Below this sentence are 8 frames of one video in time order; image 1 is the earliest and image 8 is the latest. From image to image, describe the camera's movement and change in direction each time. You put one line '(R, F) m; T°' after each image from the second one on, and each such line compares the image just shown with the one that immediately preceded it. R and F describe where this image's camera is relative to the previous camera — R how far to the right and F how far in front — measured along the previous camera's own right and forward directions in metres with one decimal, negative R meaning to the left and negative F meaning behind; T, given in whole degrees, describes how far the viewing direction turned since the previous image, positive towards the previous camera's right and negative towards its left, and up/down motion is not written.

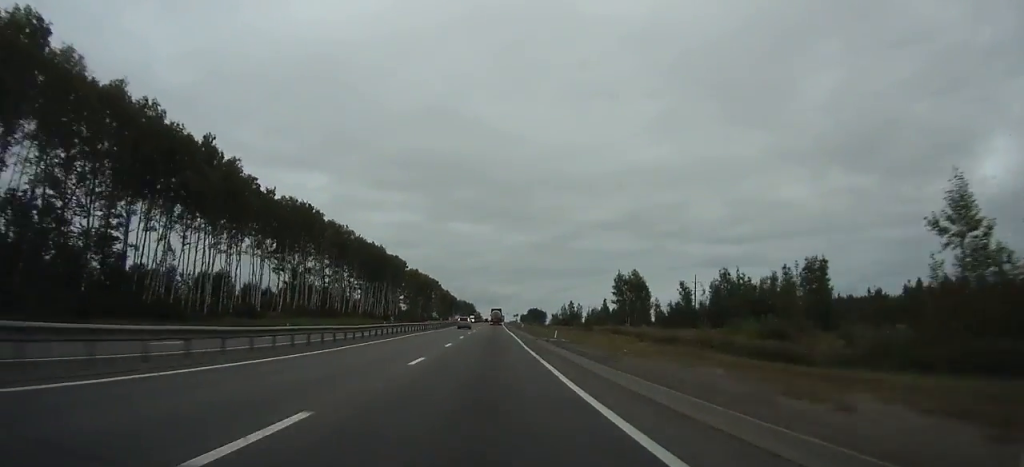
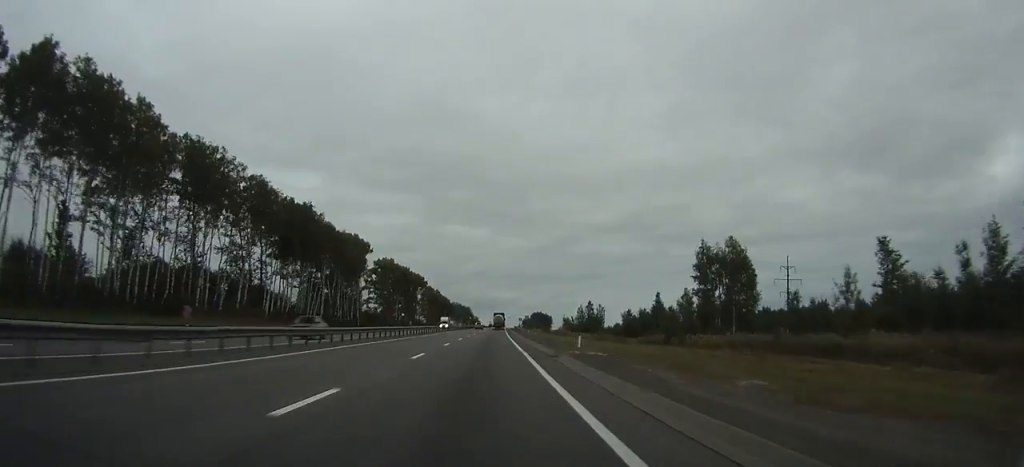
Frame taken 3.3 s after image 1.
(+0.2, +69.3) m; 0°
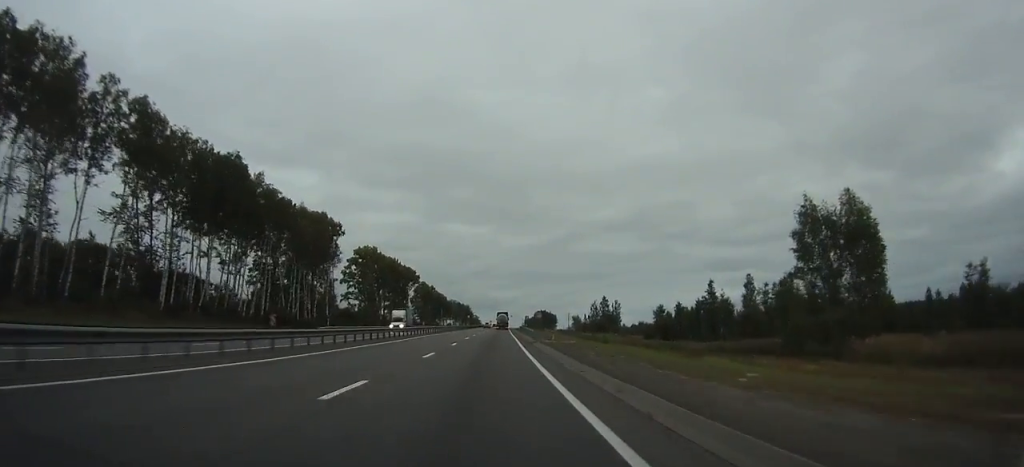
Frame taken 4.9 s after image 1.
(0.0, +34.0) m; 0°
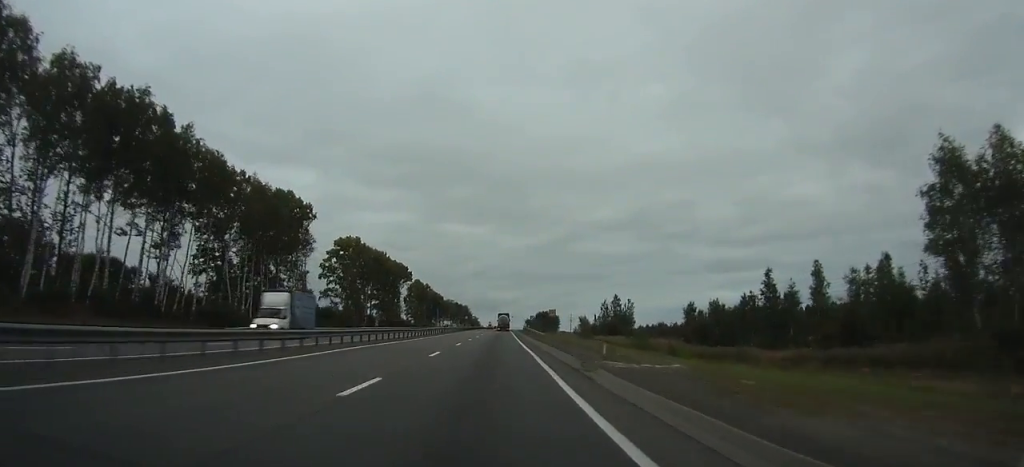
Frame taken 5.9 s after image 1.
(0.0, +22.7) m; 0°
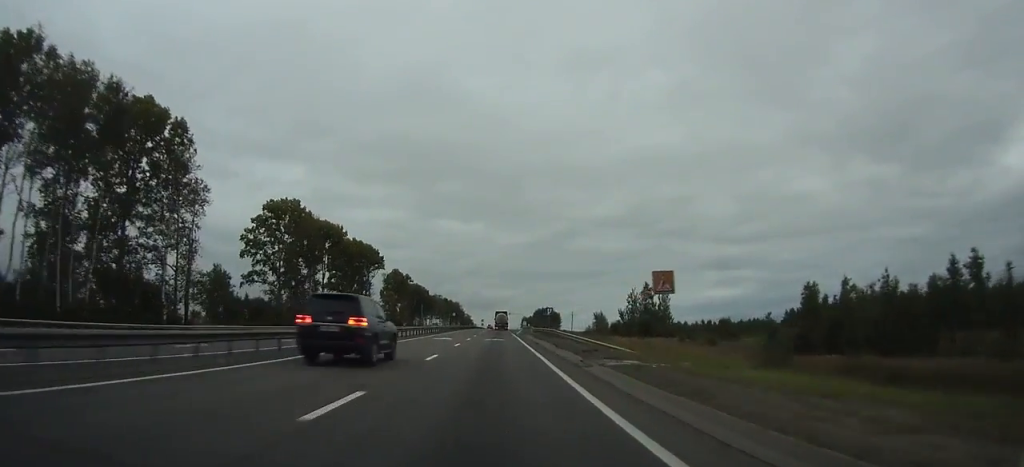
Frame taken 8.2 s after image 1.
(+0.1, +49.4) m; 0°
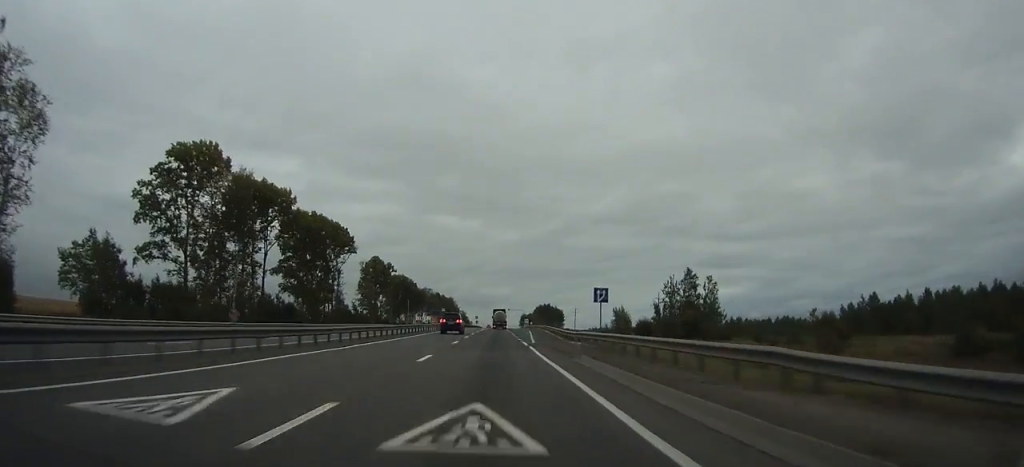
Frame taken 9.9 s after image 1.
(0.0, +37.0) m; 0°
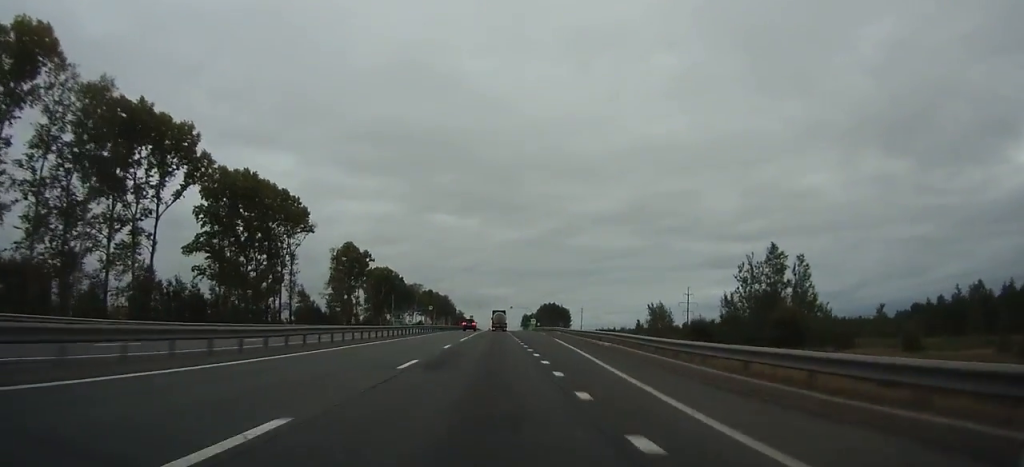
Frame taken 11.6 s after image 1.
(+0.3, +39.0) m; 0°
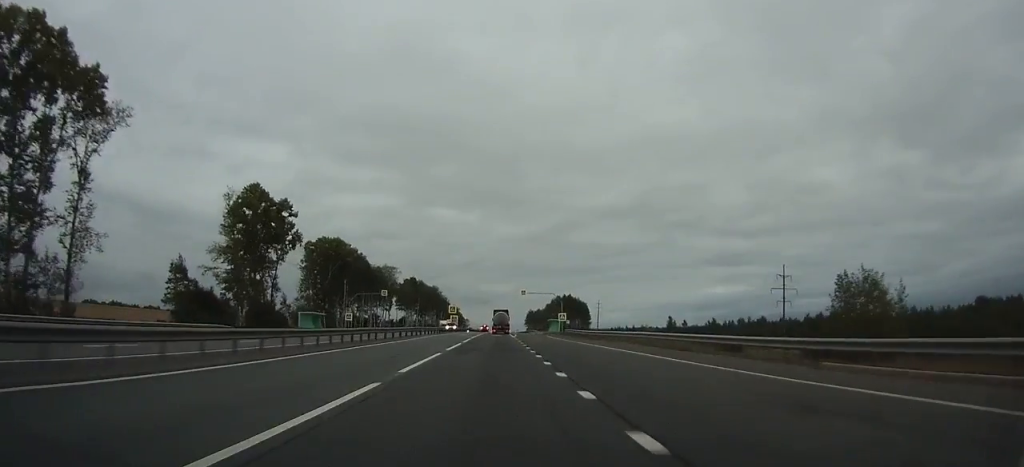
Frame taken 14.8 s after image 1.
(-0.1, +72.4) m; 0°
